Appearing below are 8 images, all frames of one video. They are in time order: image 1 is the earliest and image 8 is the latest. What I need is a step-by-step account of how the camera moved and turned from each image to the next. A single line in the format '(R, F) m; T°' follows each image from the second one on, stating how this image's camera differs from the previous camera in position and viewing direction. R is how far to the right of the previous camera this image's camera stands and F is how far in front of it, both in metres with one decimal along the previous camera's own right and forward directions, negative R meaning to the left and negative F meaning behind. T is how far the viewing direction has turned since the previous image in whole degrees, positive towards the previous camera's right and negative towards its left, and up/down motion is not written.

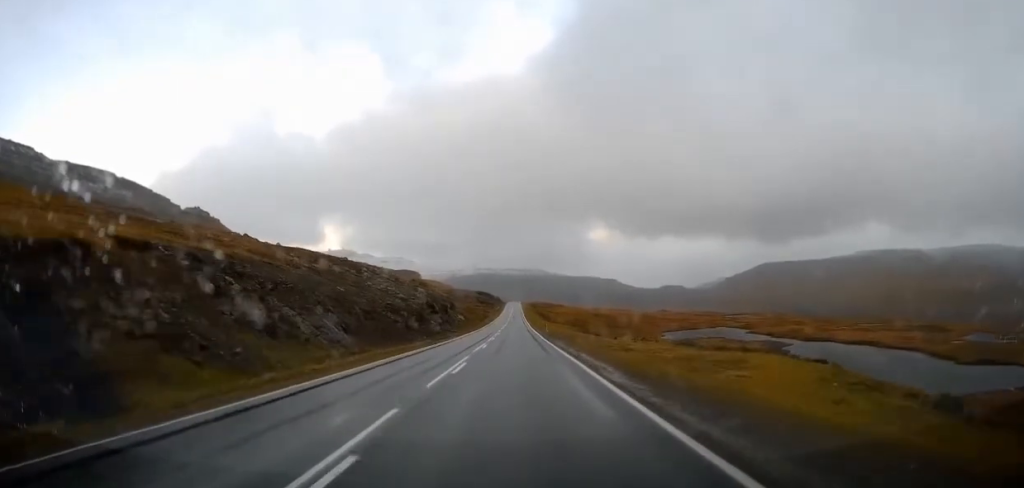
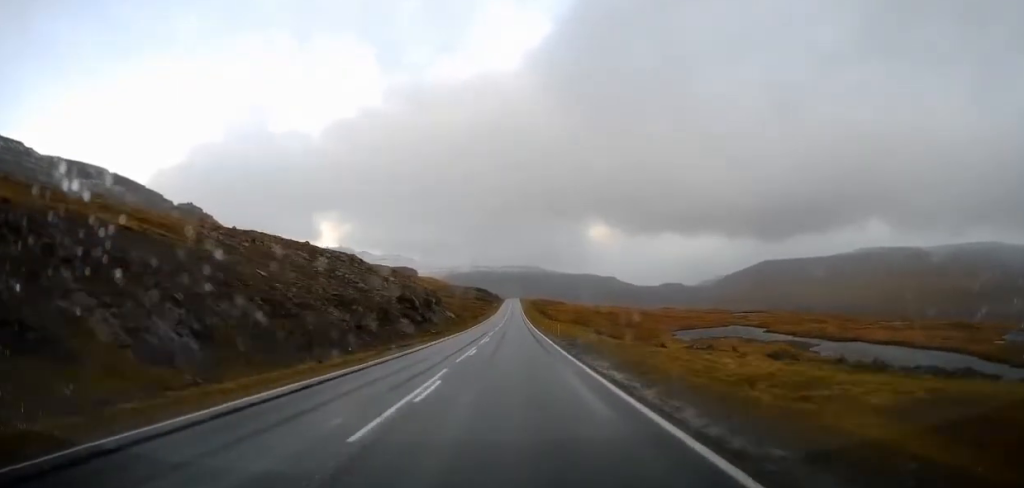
(+0.1, +18.8) m; +1°
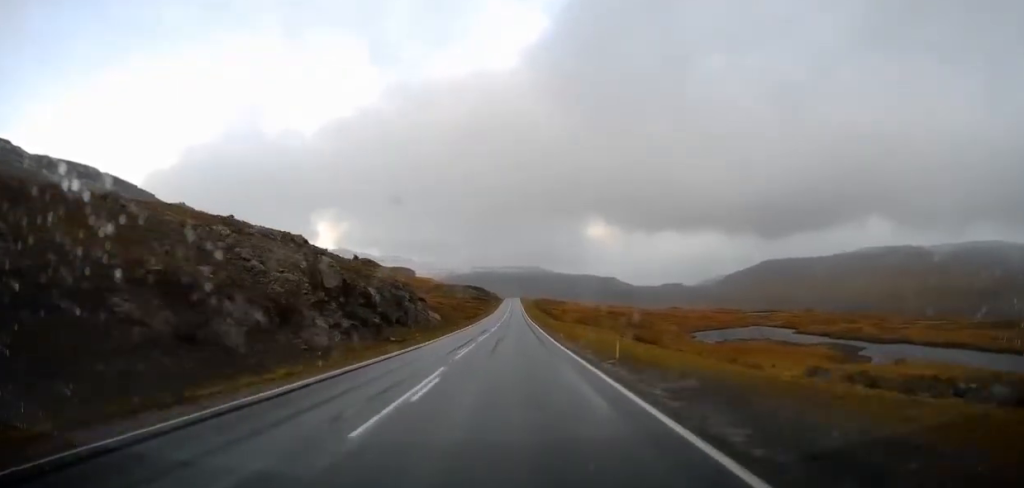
(+0.1, +24.0) m; 0°
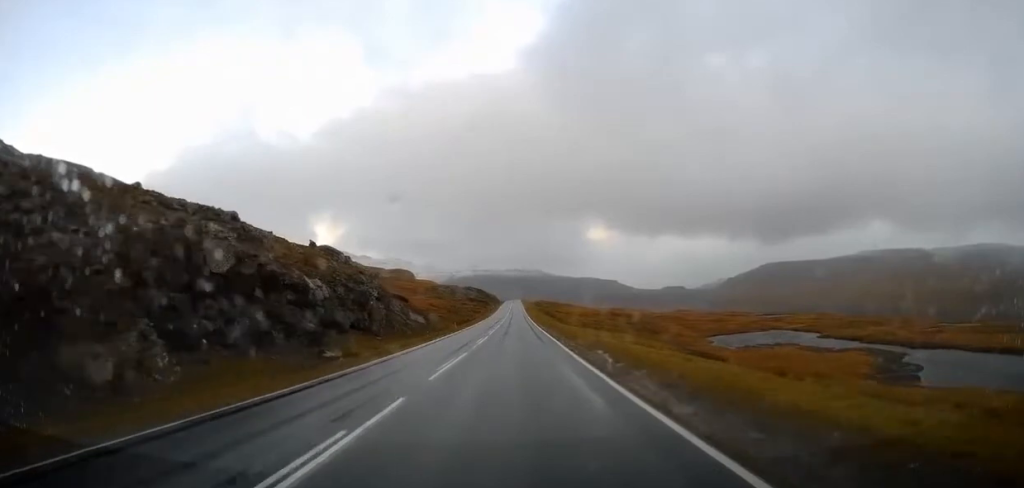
(+0.1, +17.7) m; 0°
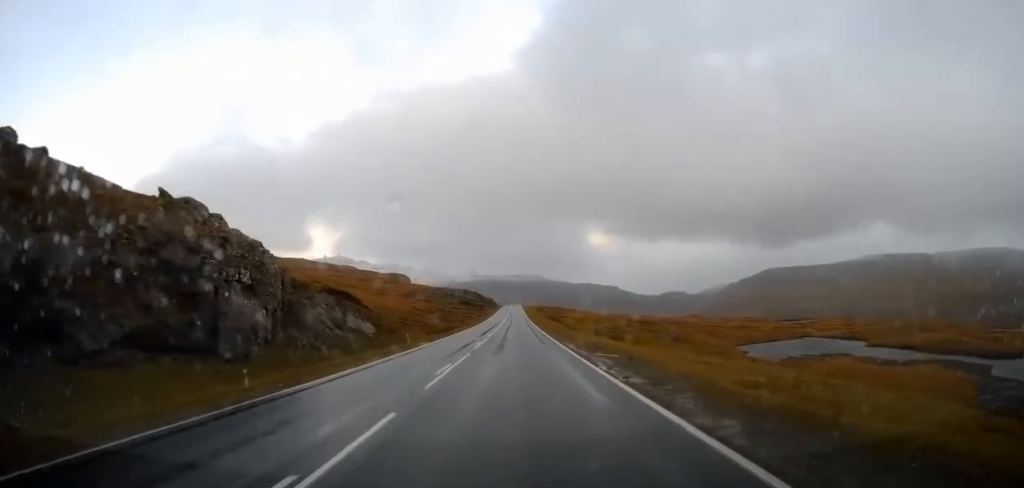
(-0.3, +28.5) m; -1°
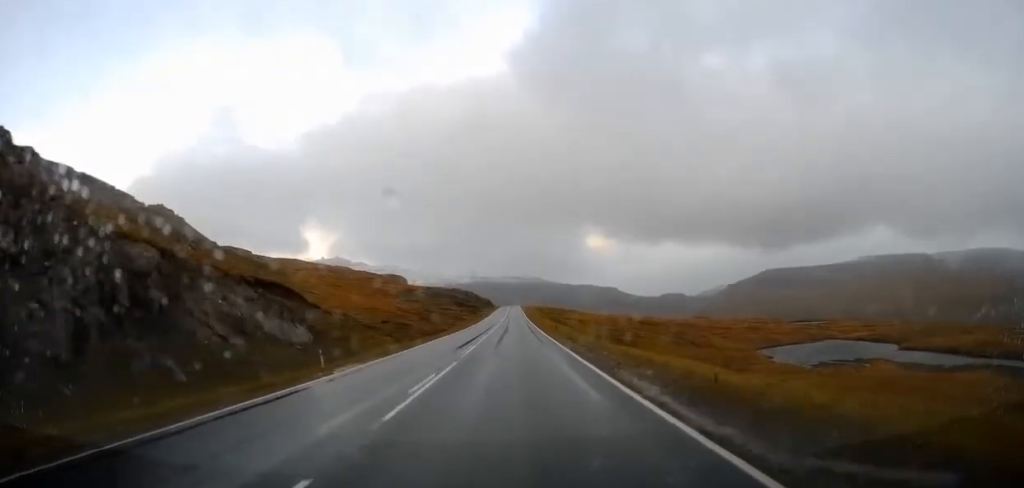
(+0.1, +16.4) m; +1°
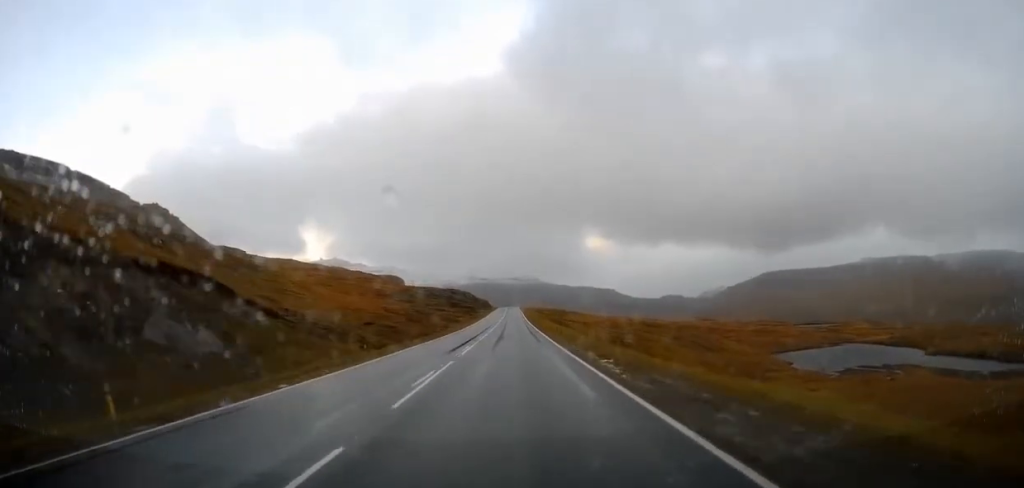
(+0.4, +11.9) m; 0°
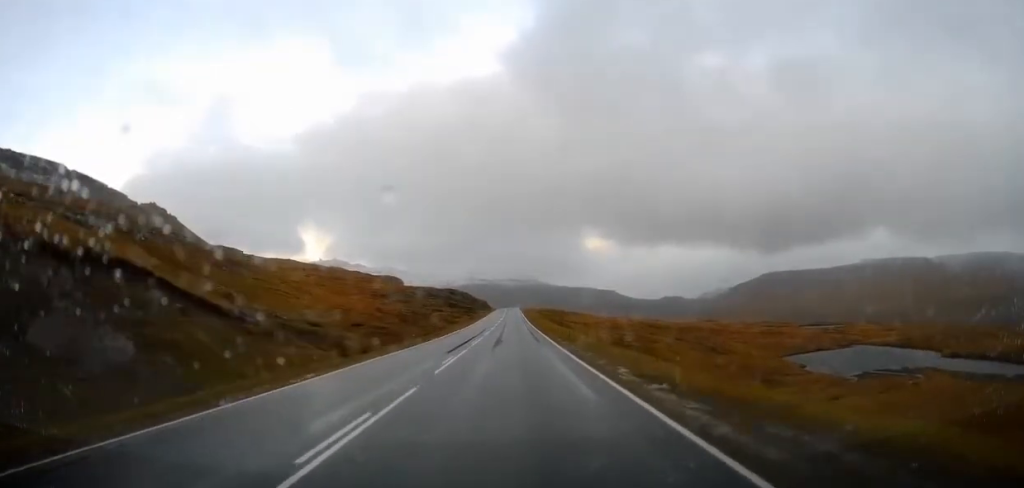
(-0.1, +6.8) m; 0°
